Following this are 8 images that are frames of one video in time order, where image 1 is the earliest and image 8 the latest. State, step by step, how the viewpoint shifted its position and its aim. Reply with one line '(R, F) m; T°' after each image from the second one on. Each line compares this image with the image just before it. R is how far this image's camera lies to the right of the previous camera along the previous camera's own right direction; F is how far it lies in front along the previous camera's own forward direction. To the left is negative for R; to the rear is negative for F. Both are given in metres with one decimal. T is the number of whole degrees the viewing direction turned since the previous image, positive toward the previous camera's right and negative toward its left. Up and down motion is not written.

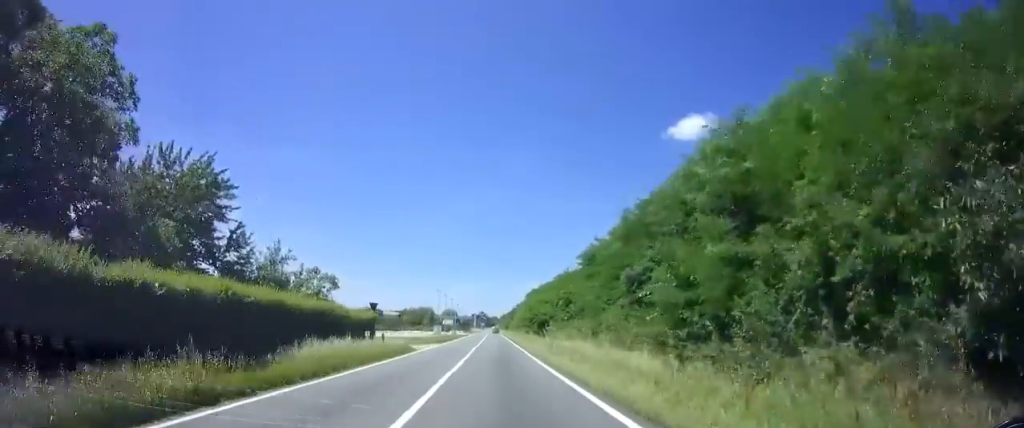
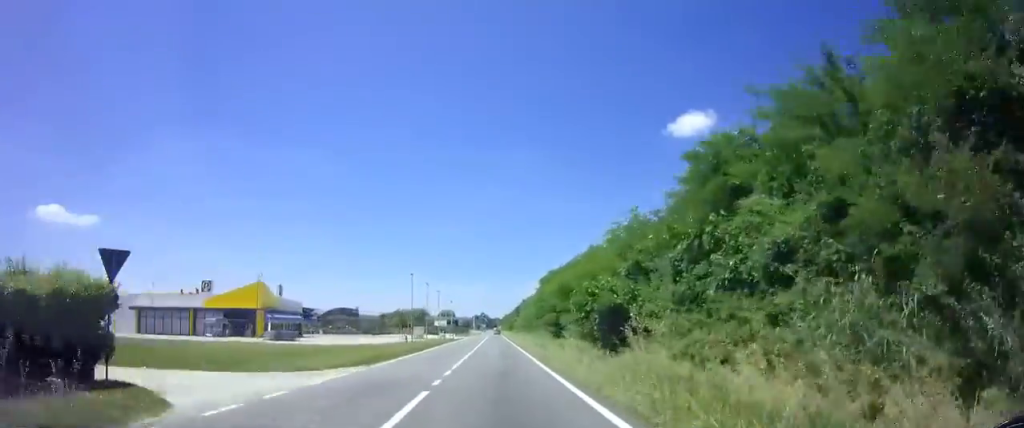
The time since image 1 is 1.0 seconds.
(+0.4, +25.7) m; 0°
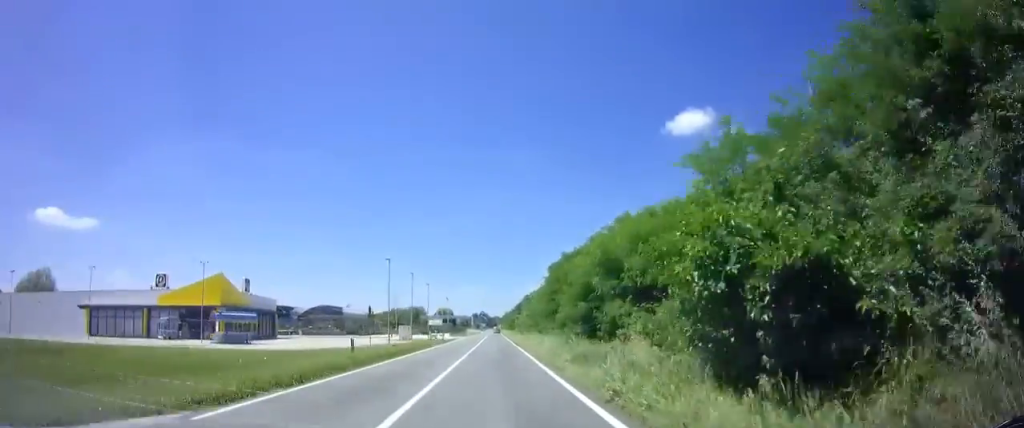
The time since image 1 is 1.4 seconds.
(-0.2, +11.5) m; 0°
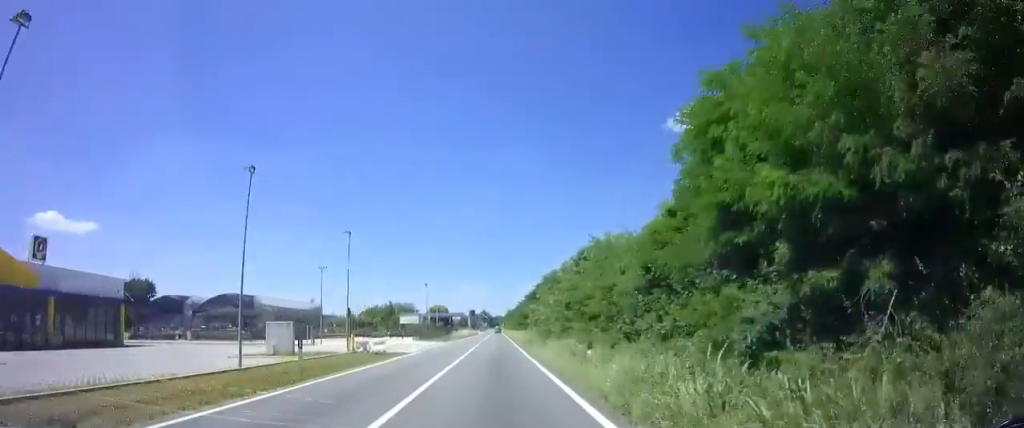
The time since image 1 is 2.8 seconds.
(-0.2, +37.9) m; 0°
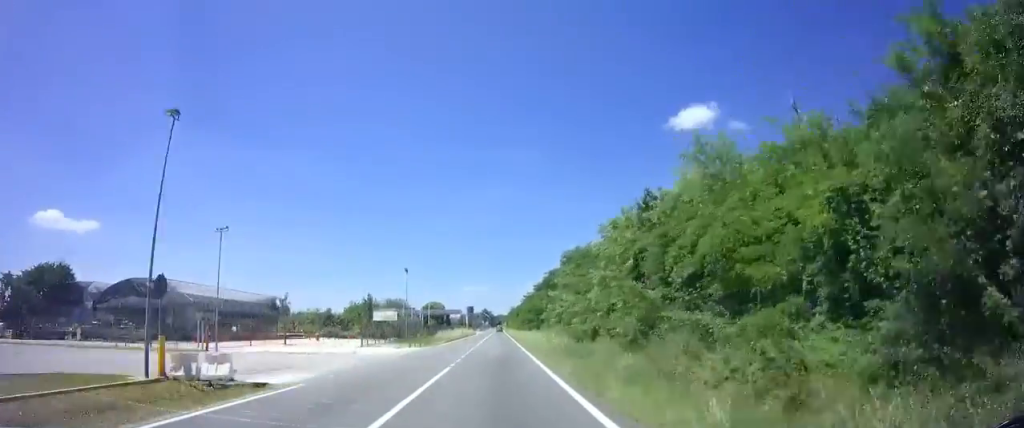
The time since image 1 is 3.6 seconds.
(0.0, +20.0) m; 0°
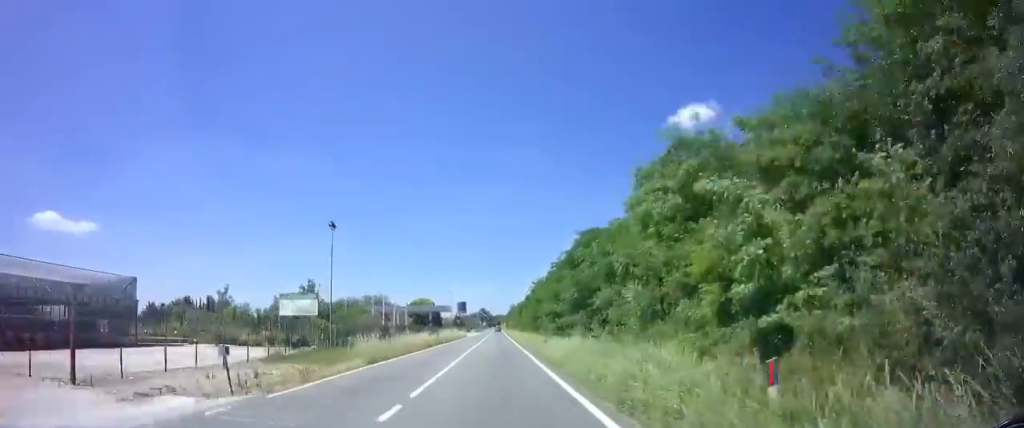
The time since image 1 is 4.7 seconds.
(0.0, +28.4) m; 0°
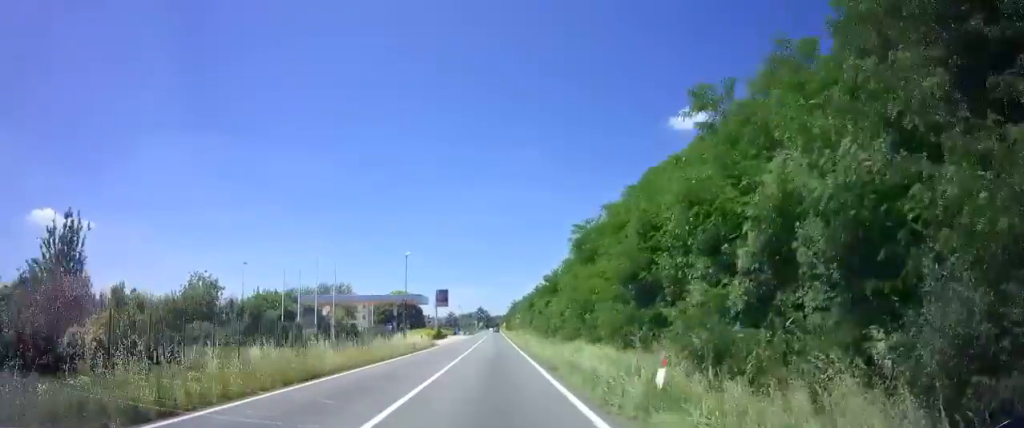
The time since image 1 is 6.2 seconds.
(-0.1, +39.1) m; 0°
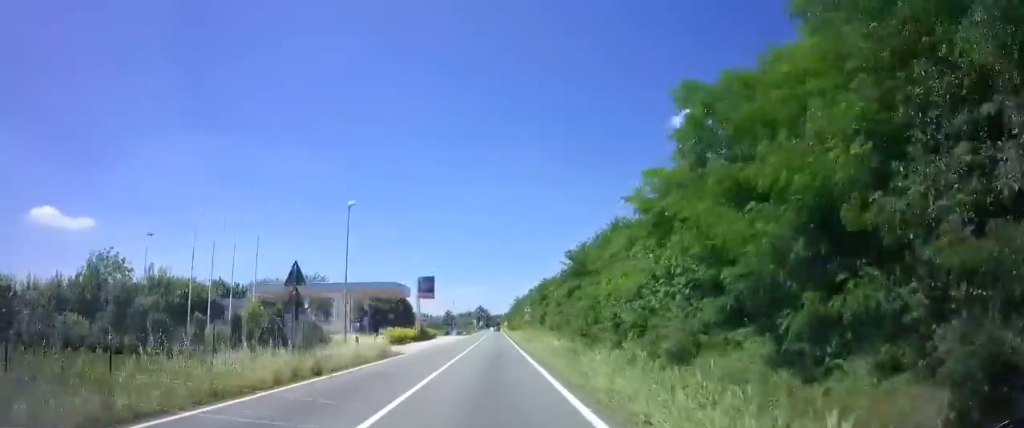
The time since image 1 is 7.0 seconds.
(-0.2, +18.6) m; 0°
